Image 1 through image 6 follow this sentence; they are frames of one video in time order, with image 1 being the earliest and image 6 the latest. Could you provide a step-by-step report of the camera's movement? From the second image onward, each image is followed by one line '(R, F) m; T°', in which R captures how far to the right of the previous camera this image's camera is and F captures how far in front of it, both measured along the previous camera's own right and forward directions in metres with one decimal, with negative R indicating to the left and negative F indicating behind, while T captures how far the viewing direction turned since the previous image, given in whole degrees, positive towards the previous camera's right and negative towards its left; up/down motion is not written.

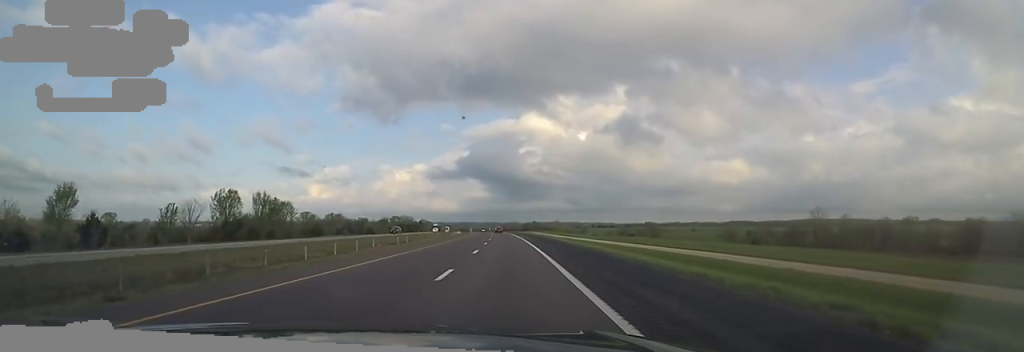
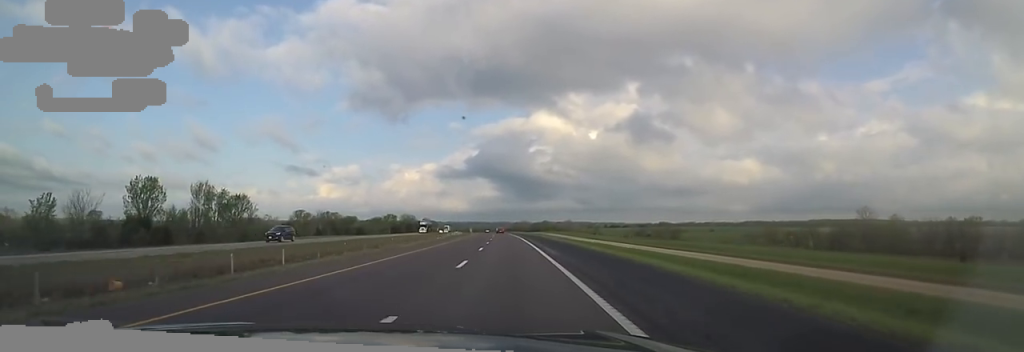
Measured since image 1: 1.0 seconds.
(-1.6, +33.5) m; -3°
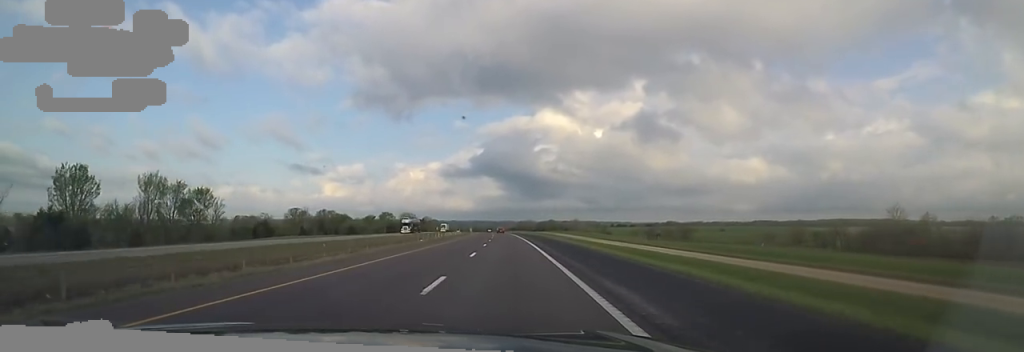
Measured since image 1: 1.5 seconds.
(-0.1, +18.6) m; 0°
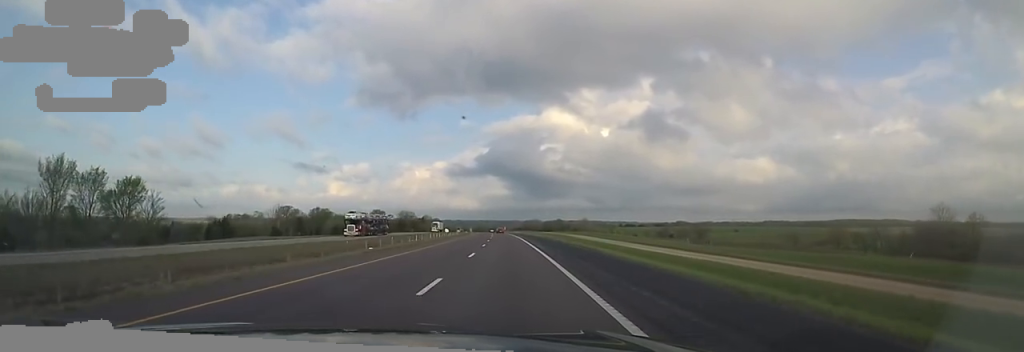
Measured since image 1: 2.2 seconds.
(0.0, +24.4) m; 0°
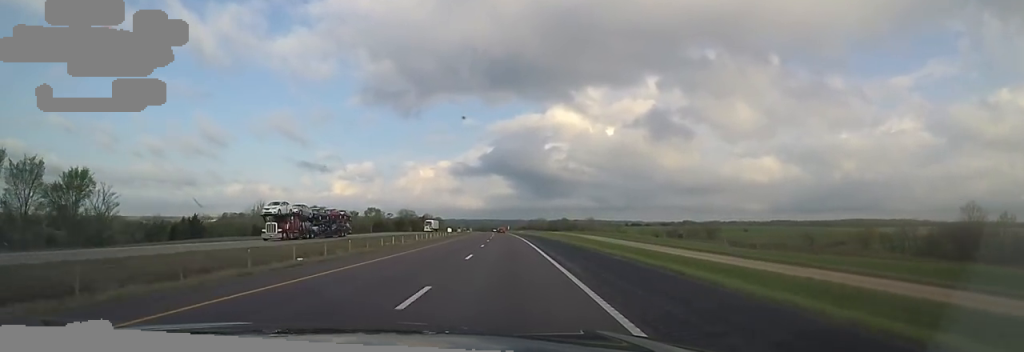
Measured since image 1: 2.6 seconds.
(0.0, +13.9) m; 0°
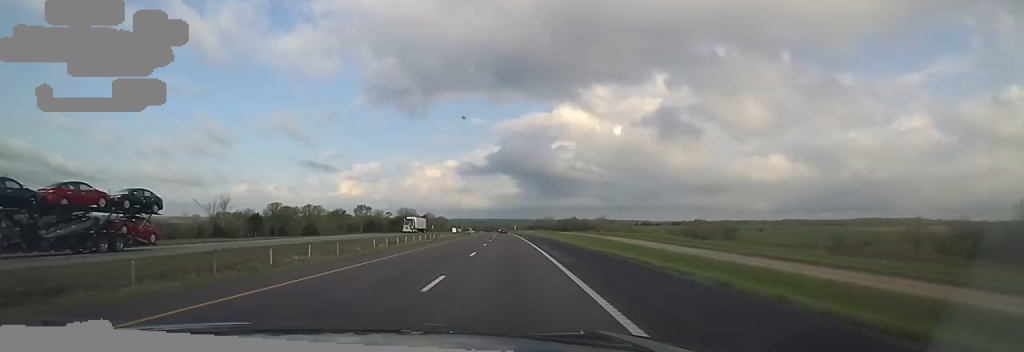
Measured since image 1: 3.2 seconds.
(0.0, +22.1) m; 0°
